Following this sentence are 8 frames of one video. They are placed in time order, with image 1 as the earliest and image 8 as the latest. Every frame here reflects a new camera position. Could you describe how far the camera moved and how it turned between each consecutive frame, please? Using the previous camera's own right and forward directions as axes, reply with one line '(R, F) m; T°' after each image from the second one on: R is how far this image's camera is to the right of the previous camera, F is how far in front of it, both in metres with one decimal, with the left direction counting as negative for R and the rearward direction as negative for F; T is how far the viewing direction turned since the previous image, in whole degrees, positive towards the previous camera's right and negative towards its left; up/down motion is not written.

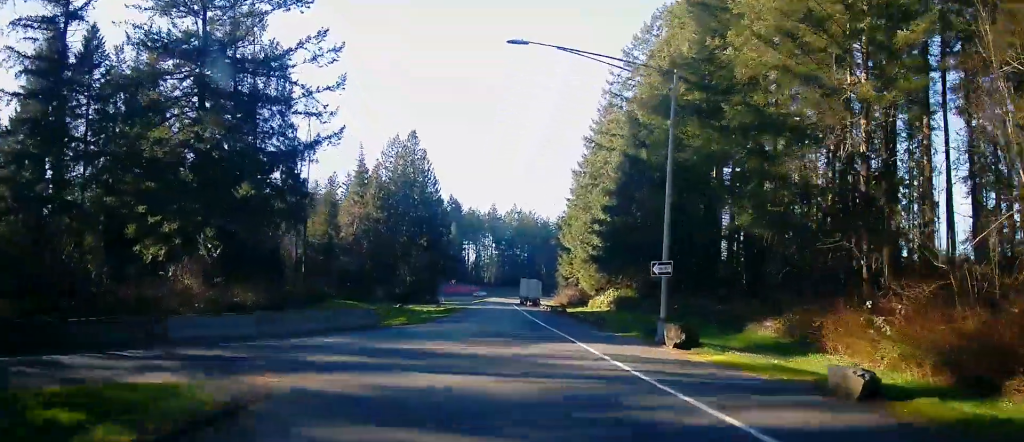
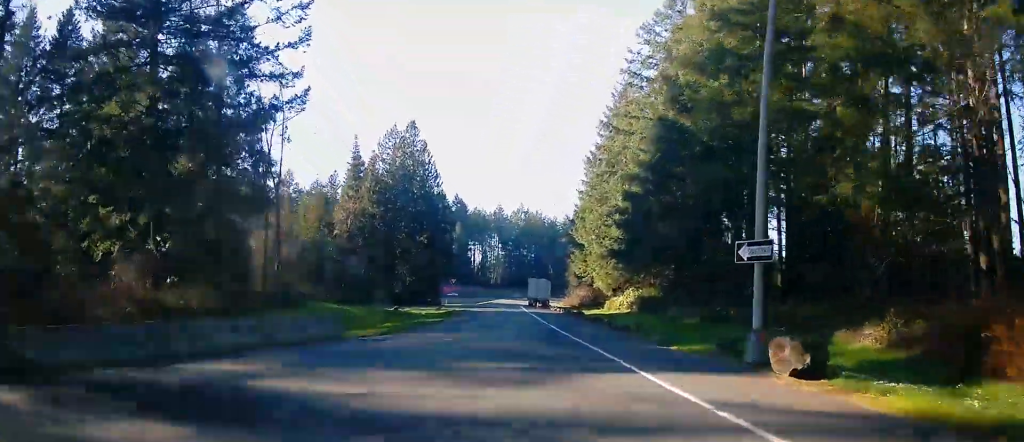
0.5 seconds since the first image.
(0.0, +7.1) m; 0°
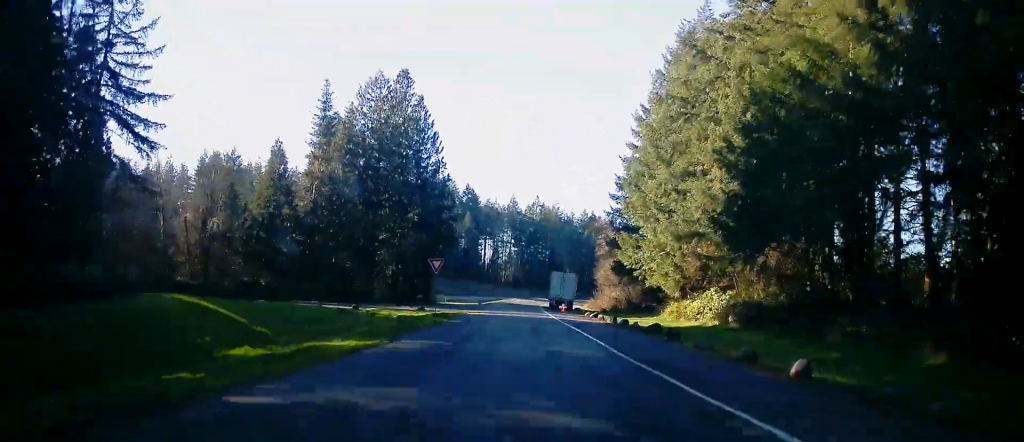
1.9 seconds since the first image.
(+0.3, +20.9) m; +1°
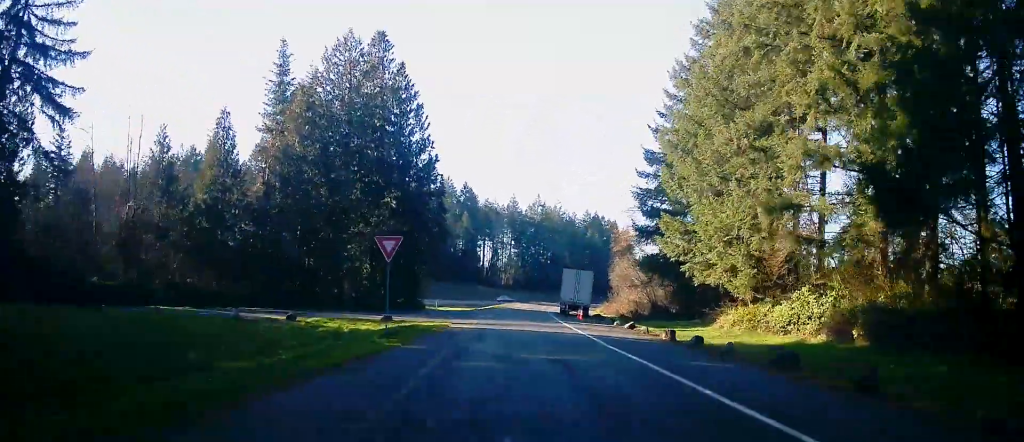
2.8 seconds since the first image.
(-0.1, +12.5) m; -1°
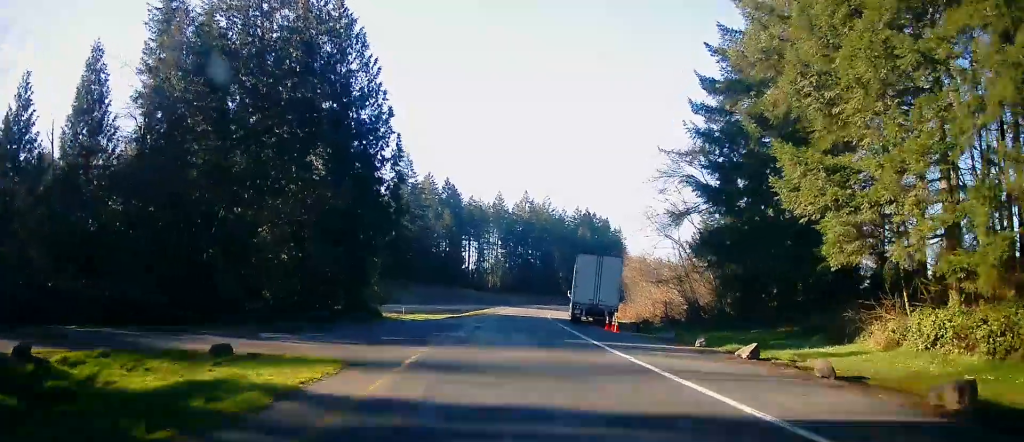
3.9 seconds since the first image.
(-0.1, +17.2) m; 0°
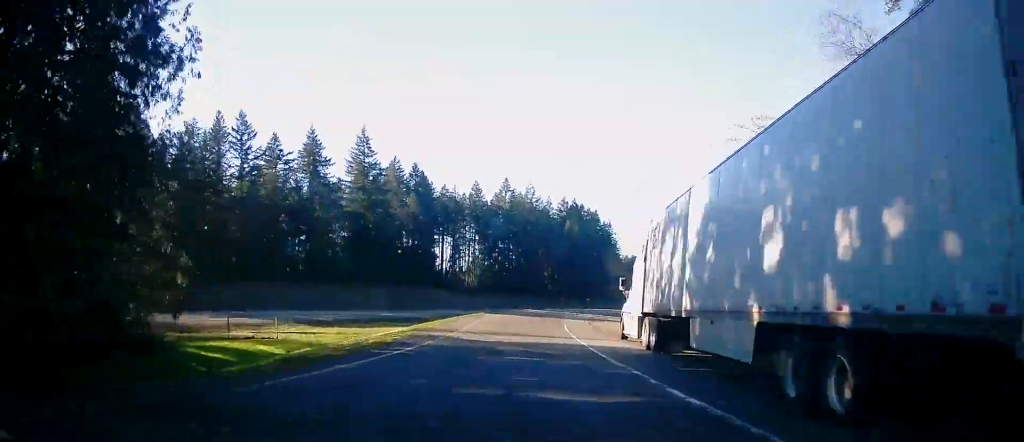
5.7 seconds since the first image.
(+1.2, +31.2) m; +4°
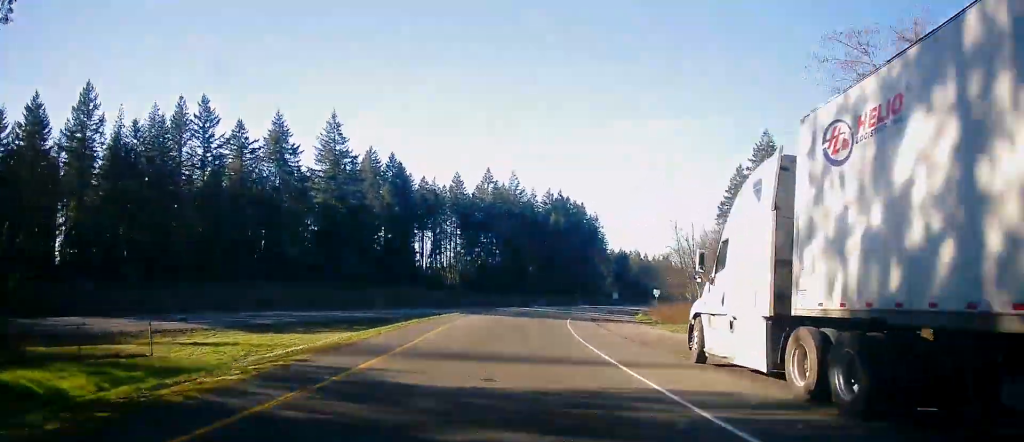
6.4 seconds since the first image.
(+0.1, +10.8) m; +1°
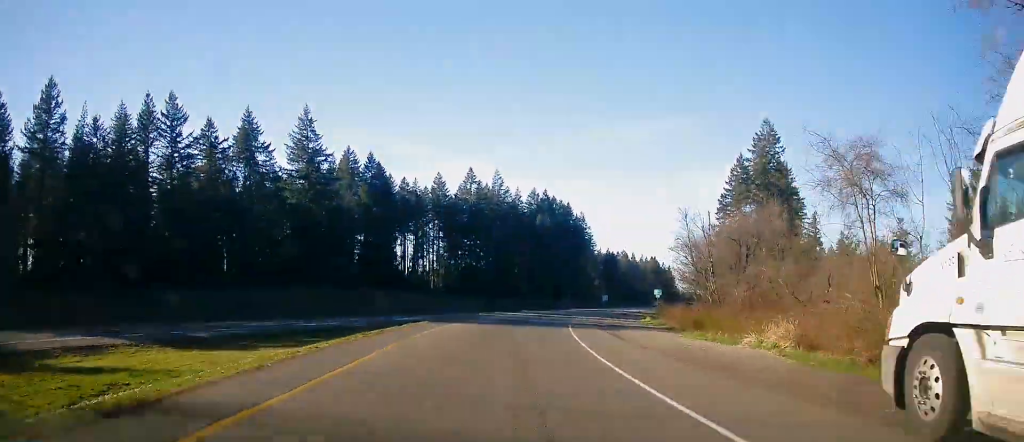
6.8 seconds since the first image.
(-0.1, +8.0) m; +1°
